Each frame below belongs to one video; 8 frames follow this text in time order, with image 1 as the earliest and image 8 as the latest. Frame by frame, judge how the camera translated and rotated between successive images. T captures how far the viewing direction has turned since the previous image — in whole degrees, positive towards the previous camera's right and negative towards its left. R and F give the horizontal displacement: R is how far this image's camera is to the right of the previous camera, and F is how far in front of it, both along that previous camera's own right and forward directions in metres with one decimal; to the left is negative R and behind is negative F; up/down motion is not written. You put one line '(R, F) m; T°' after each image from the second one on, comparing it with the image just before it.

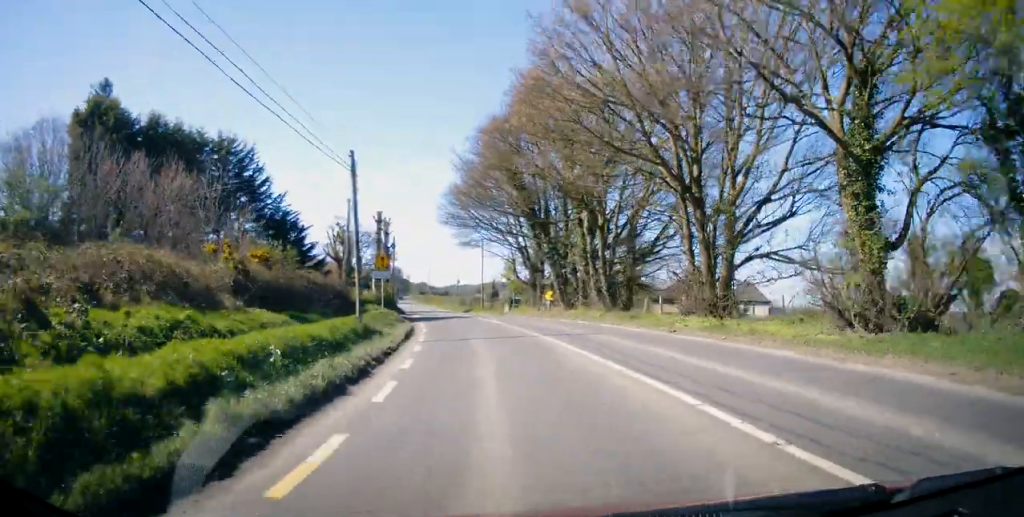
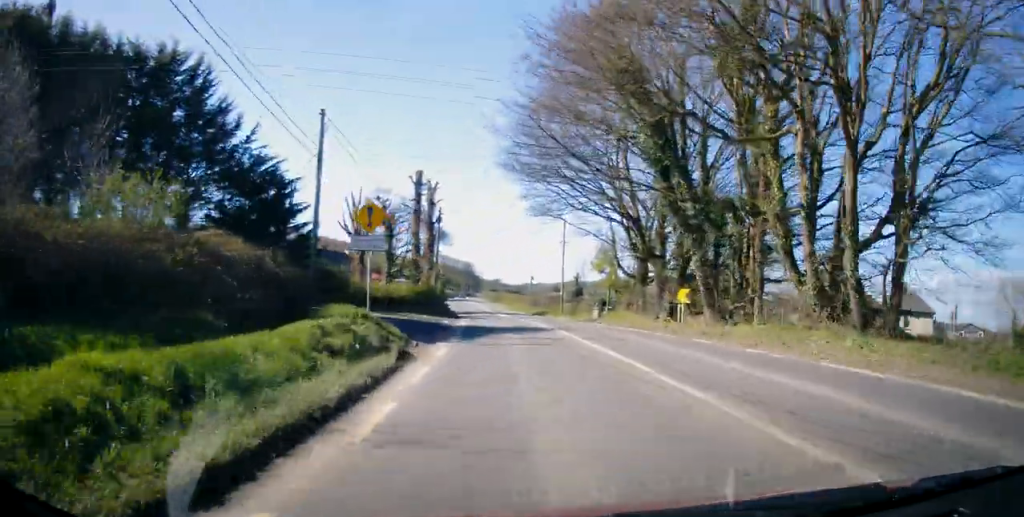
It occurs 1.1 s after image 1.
(-1.3, +18.3) m; -7°
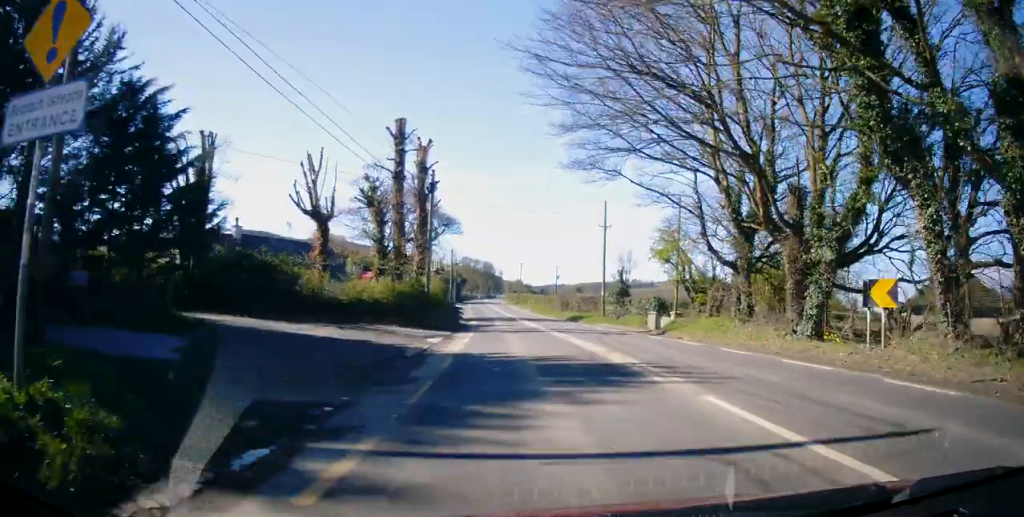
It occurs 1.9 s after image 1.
(-0.5, +13.6) m; -2°
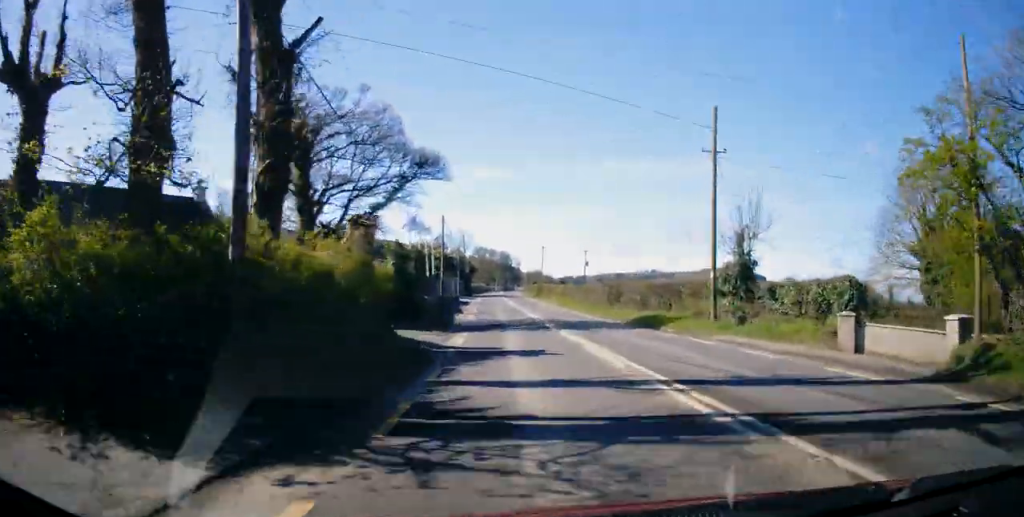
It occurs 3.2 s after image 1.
(-0.3, +22.0) m; -2°
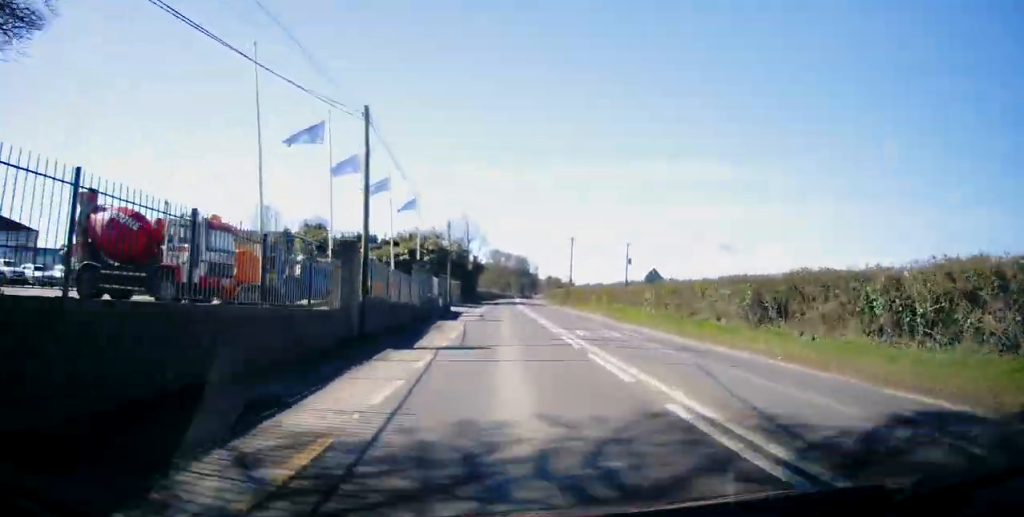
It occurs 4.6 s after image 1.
(-0.7, +26.2) m; -2°
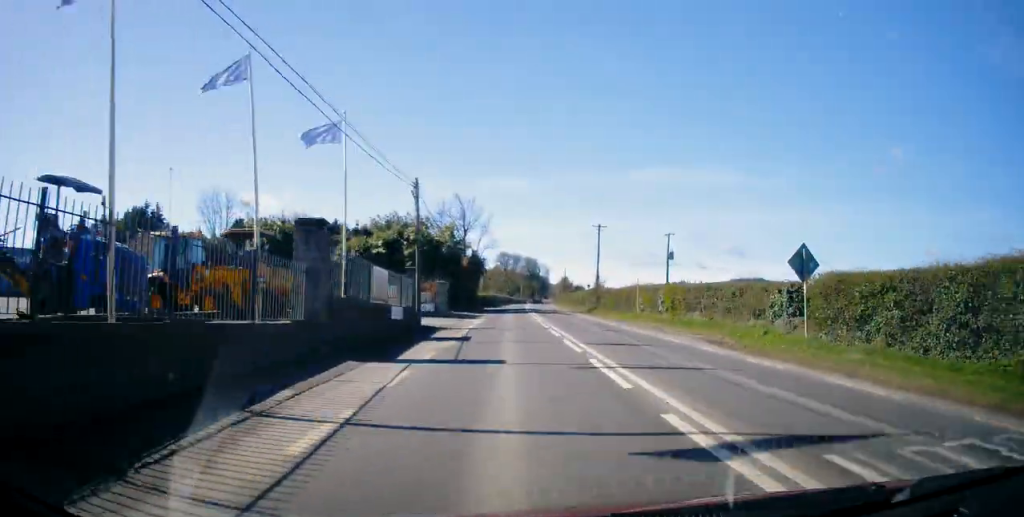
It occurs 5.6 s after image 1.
(0.0, +18.2) m; -1°
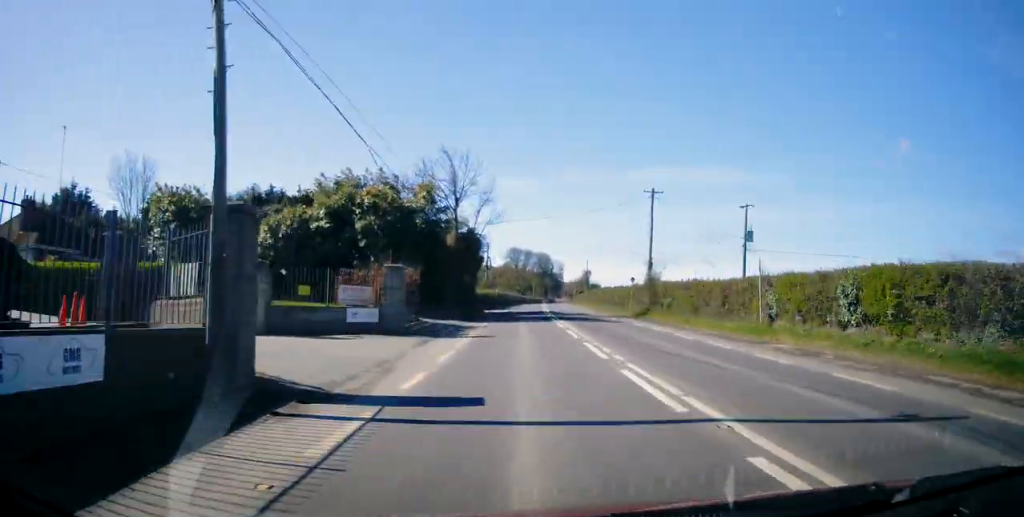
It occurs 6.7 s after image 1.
(-0.4, +19.8) m; -2°
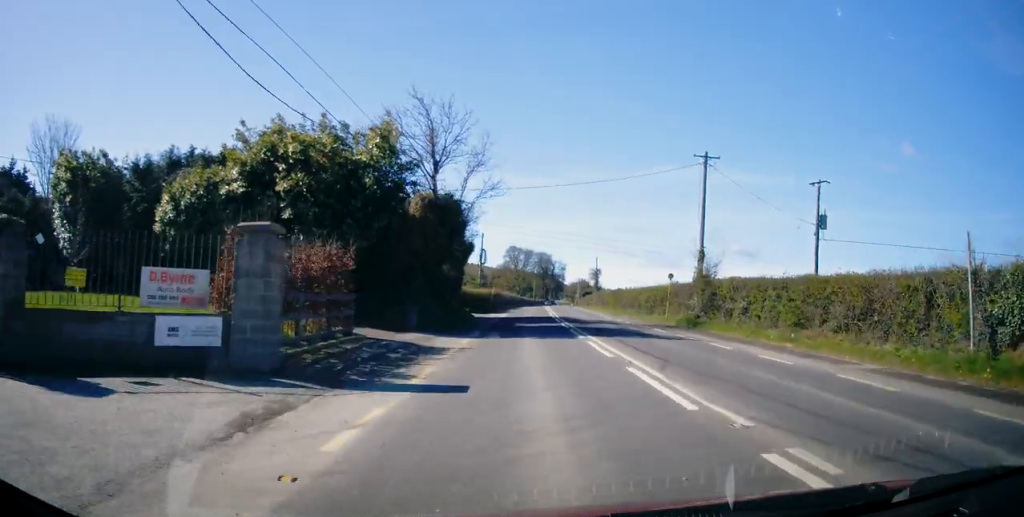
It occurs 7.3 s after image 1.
(-0.2, +11.8) m; 0°
